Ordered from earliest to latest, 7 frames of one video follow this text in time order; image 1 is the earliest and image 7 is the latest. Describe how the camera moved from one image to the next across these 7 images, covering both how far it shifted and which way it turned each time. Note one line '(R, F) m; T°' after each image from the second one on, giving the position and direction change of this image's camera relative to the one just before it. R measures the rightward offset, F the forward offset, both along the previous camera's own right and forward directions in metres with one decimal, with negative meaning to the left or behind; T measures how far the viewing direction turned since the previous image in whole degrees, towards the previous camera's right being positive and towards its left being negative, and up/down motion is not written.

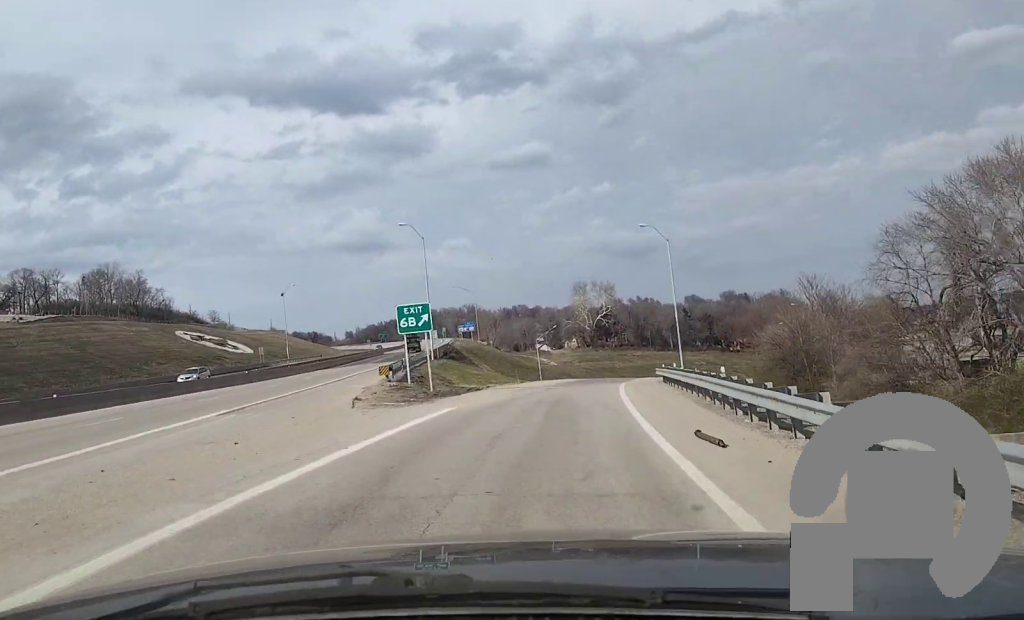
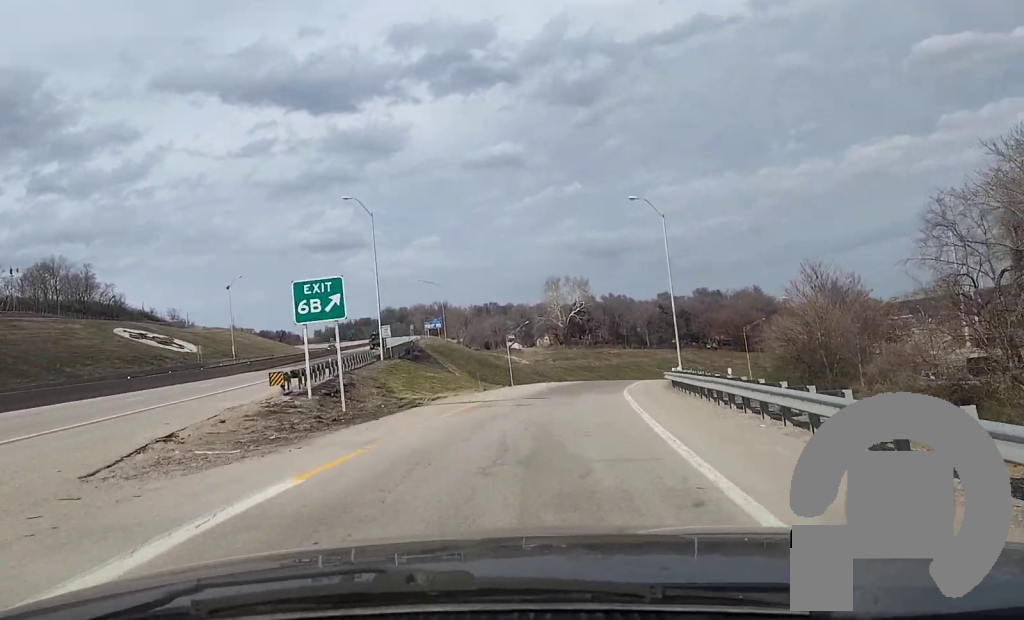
(+0.5, +15.2) m; +2°
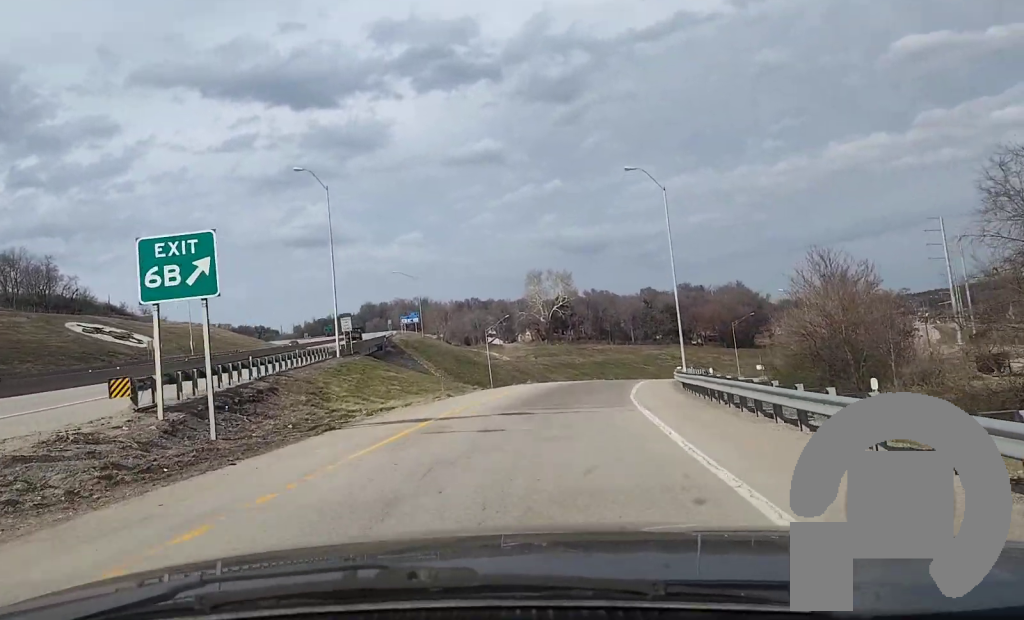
(0.0, +11.3) m; 0°
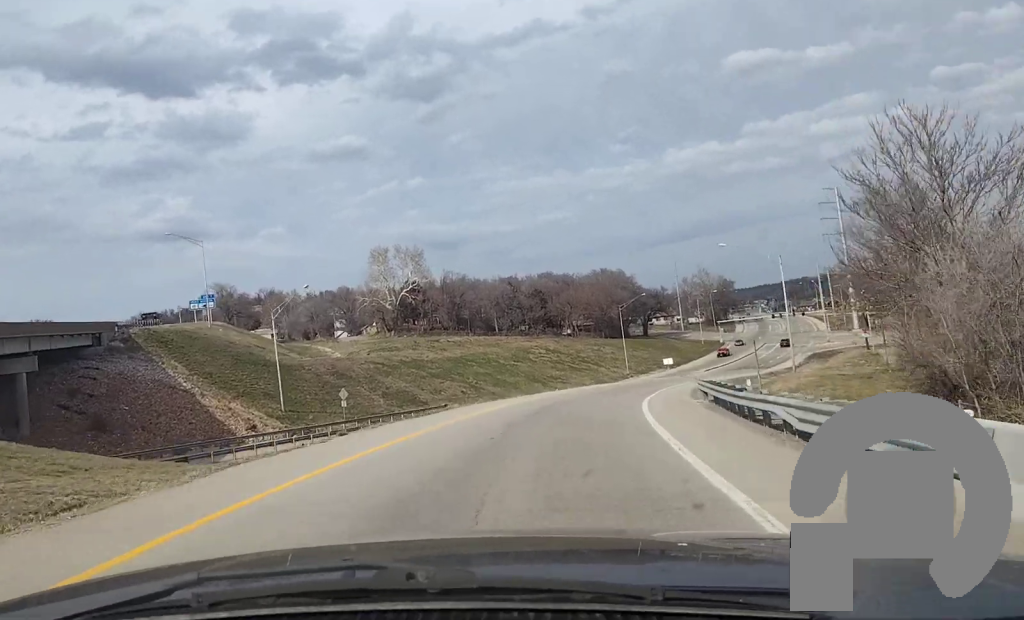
(+2.7, +53.4) m; +9°
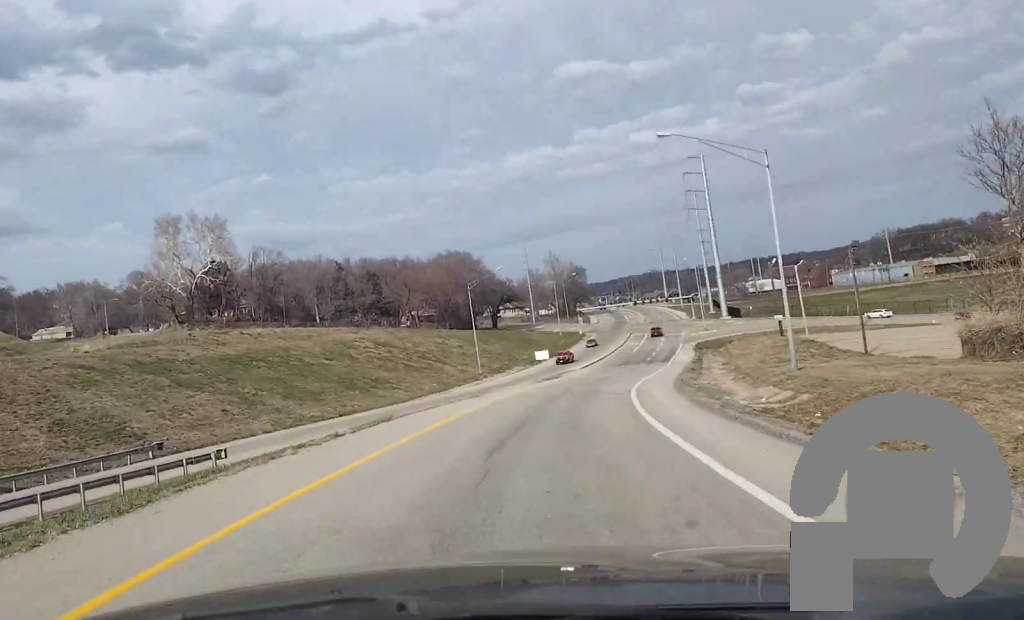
(+4.0, +44.4) m; +8°
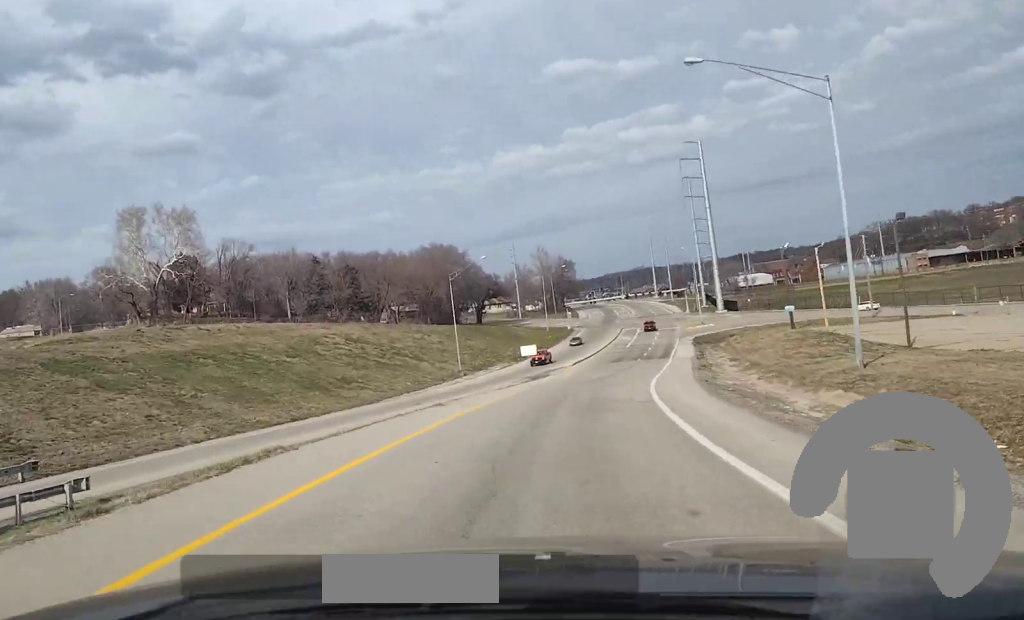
(0.0, +11.1) m; +1°
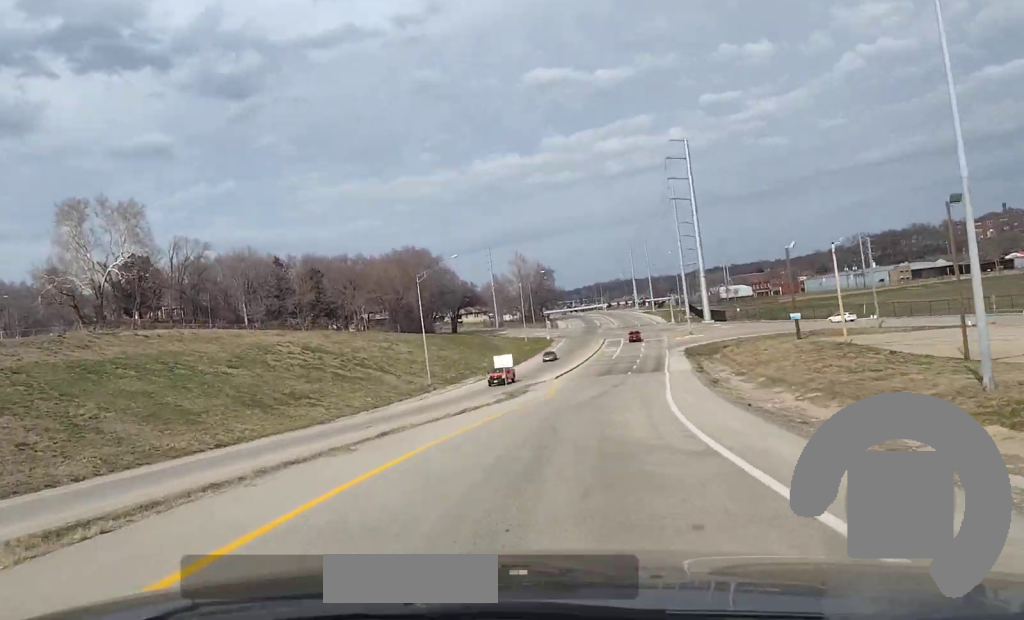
(0.0, +11.7) m; +2°
